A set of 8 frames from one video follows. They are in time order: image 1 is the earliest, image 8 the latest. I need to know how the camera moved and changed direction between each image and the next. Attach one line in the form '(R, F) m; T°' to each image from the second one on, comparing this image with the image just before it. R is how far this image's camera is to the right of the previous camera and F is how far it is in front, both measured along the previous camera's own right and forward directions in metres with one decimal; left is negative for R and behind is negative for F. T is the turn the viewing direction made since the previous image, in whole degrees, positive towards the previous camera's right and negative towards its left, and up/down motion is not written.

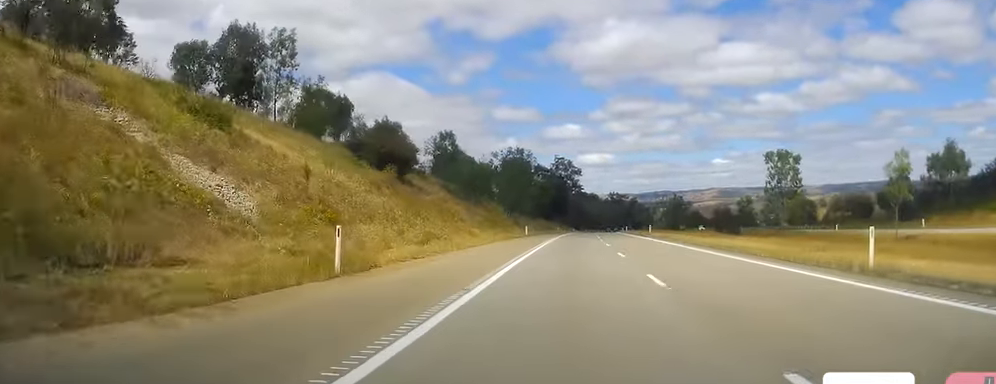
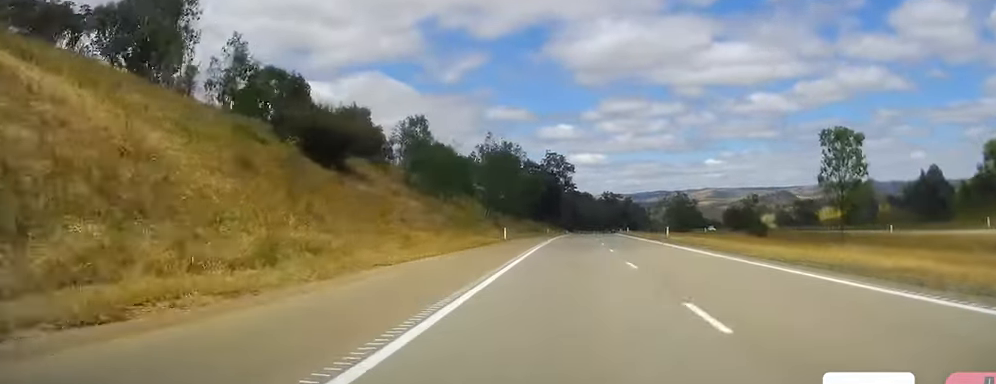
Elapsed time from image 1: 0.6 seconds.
(-0.3, +18.5) m; 0°
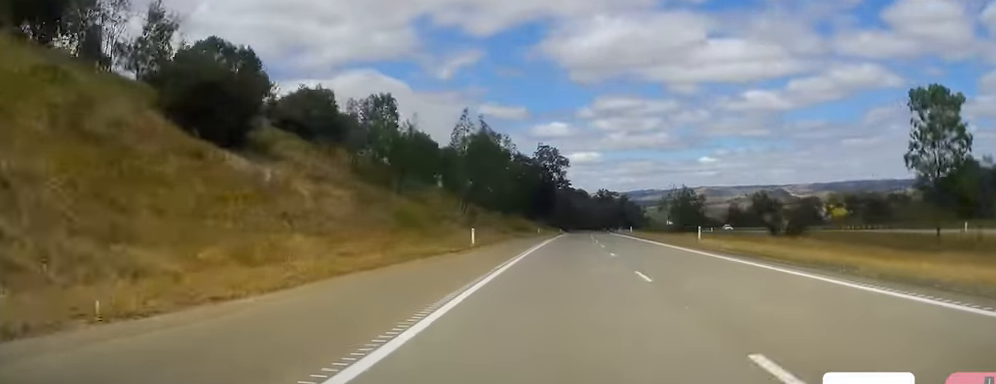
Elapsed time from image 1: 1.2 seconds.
(+0.1, +16.6) m; 0°
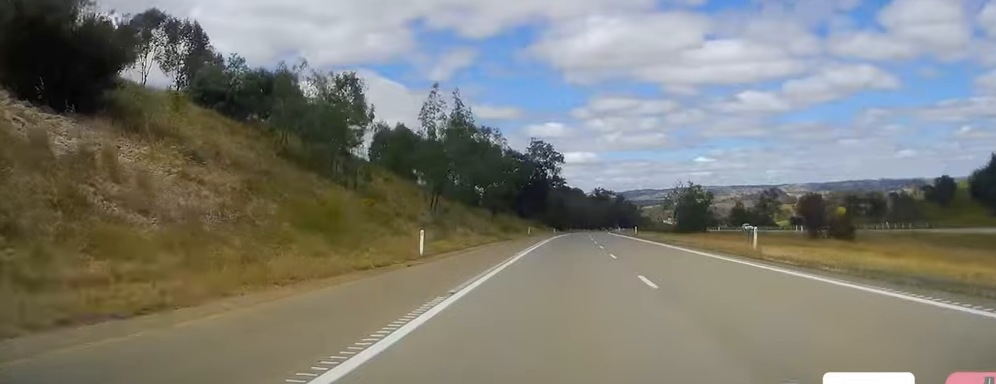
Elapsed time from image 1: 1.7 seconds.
(0.0, +13.6) m; 0°
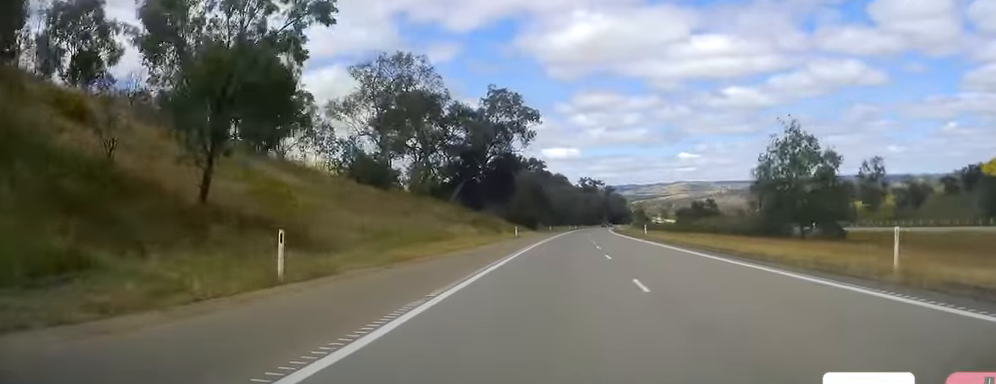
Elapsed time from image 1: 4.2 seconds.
(+2.4, +72.9) m; +2°
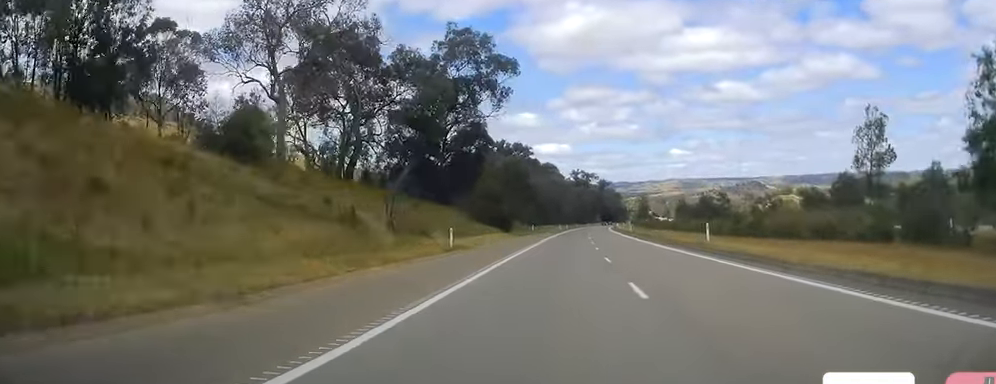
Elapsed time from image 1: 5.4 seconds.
(-0.1, +36.9) m; 0°
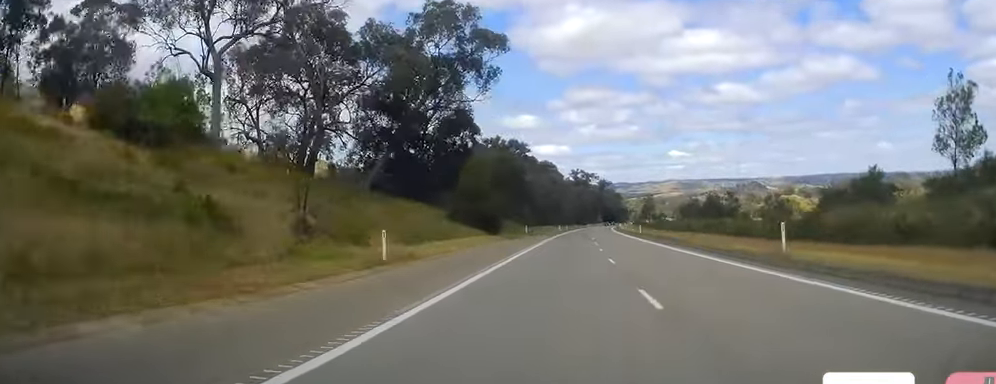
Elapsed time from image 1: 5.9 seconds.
(+0.1, +13.6) m; 0°
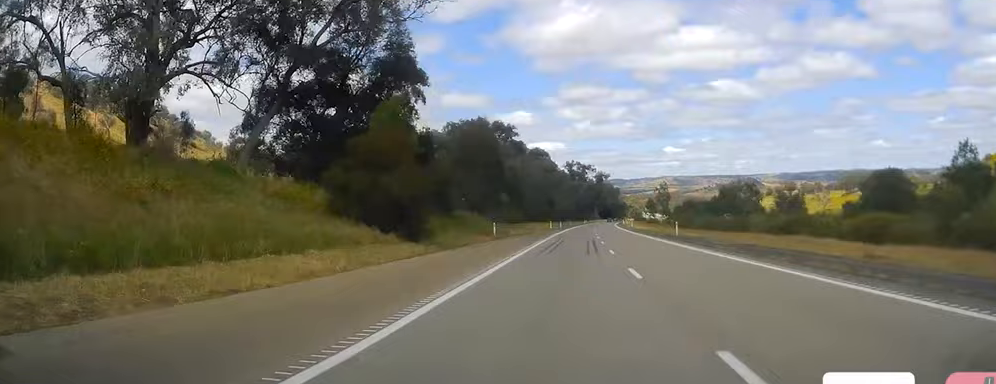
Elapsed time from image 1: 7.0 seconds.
(+0.1, +31.0) m; 0°
